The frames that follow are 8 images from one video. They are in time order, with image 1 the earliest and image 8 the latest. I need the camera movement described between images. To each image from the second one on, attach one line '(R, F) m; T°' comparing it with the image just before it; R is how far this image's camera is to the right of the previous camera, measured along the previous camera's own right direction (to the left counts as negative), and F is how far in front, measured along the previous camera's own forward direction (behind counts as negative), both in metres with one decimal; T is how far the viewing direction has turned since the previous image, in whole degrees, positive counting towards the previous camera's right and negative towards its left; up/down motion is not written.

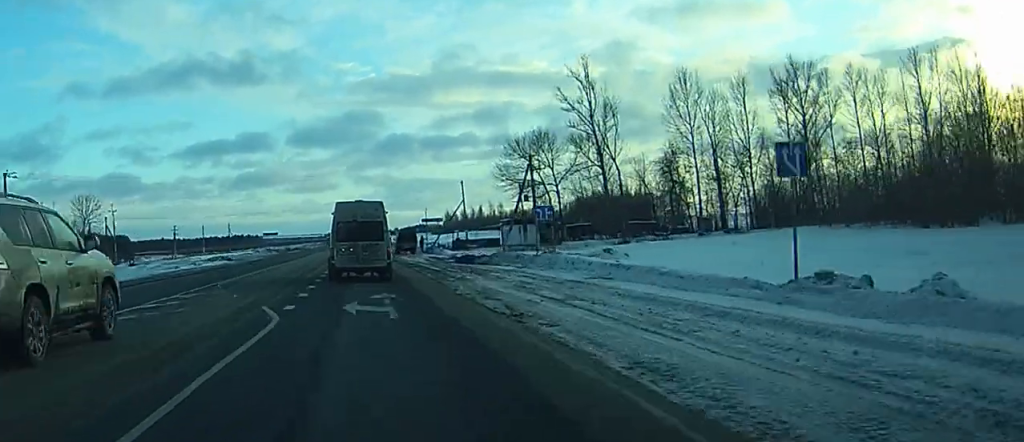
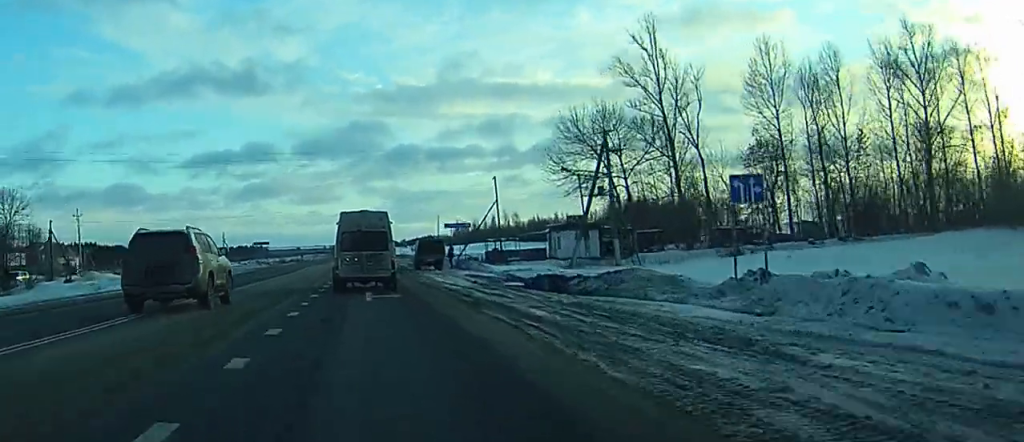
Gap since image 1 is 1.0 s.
(0.0, +23.2) m; -1°
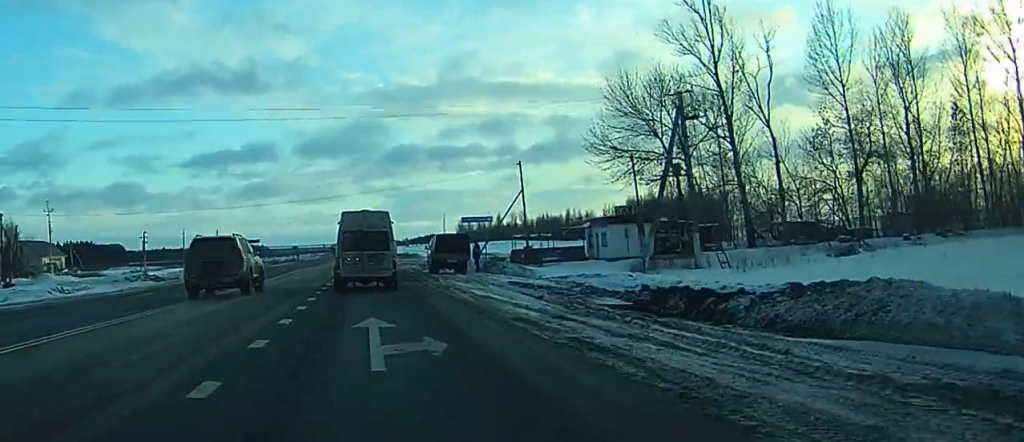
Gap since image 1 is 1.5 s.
(-0.3, +13.6) m; -1°
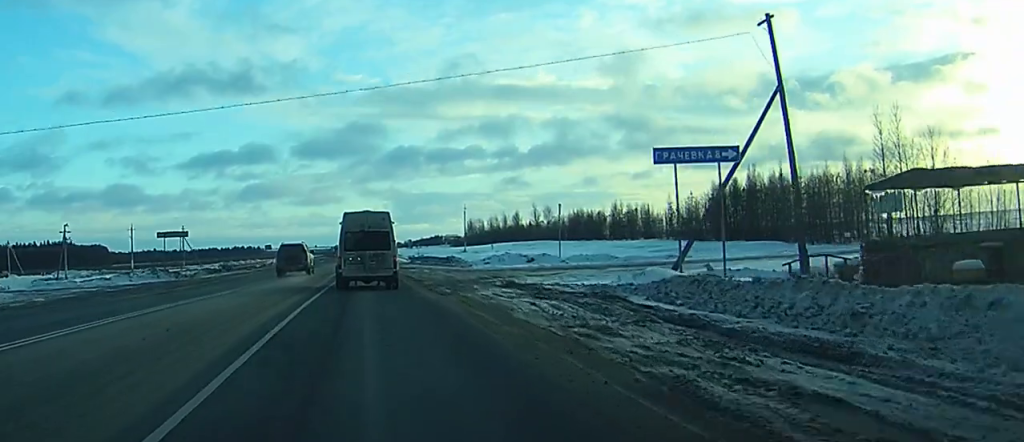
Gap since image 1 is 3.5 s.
(-0.1, +48.2) m; 0°
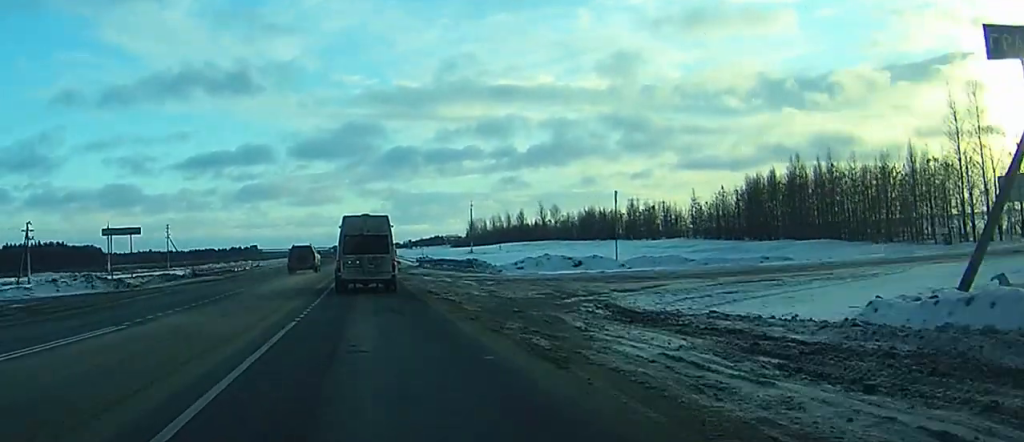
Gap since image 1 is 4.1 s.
(0.0, +14.5) m; 0°
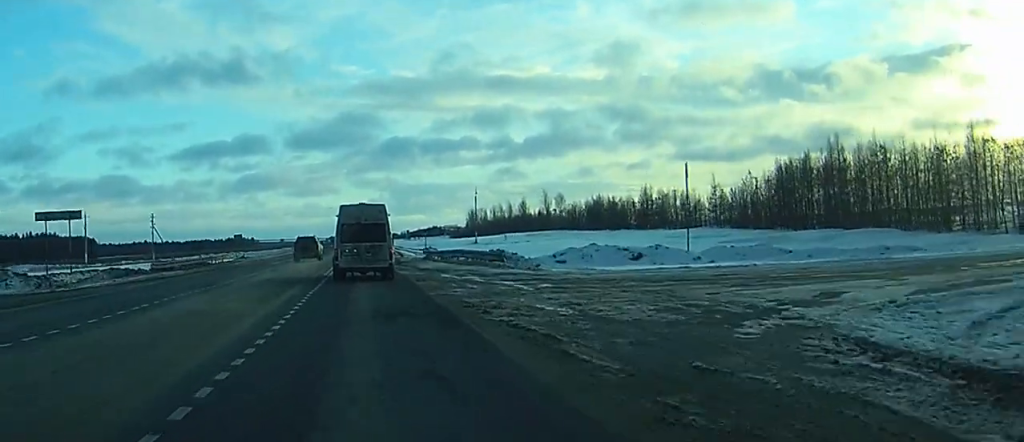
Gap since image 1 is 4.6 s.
(0.0, +11.3) m; 0°
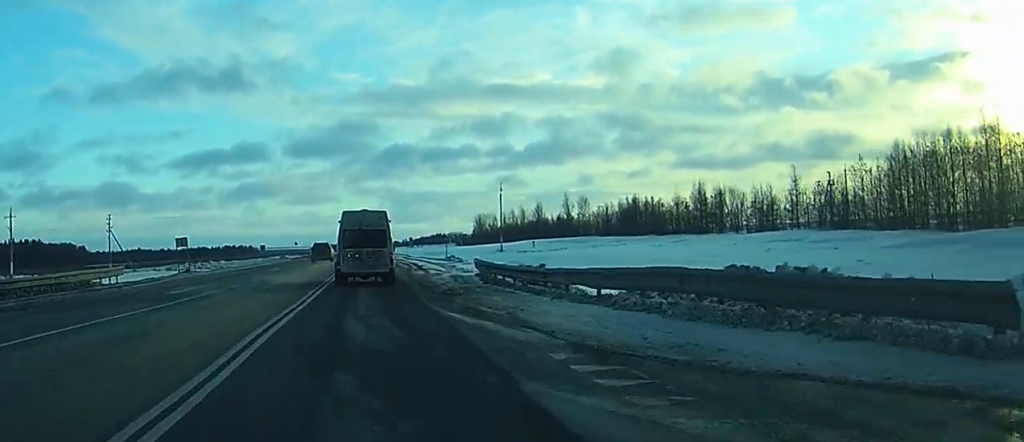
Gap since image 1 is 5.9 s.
(+0.2, +30.6) m; +1°
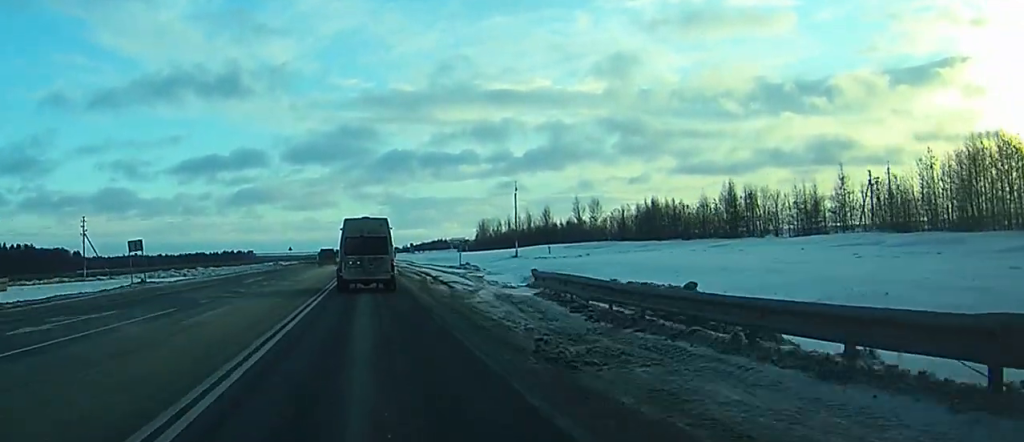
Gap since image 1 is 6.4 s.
(+0.1, +13.7) m; 0°
